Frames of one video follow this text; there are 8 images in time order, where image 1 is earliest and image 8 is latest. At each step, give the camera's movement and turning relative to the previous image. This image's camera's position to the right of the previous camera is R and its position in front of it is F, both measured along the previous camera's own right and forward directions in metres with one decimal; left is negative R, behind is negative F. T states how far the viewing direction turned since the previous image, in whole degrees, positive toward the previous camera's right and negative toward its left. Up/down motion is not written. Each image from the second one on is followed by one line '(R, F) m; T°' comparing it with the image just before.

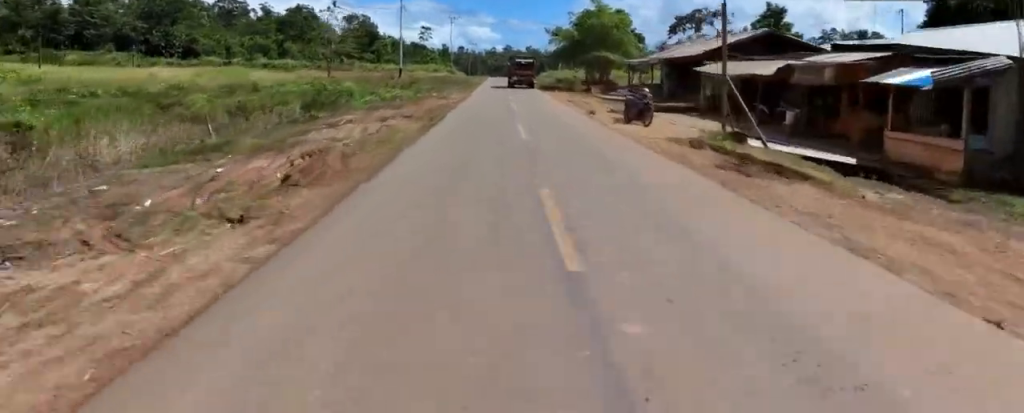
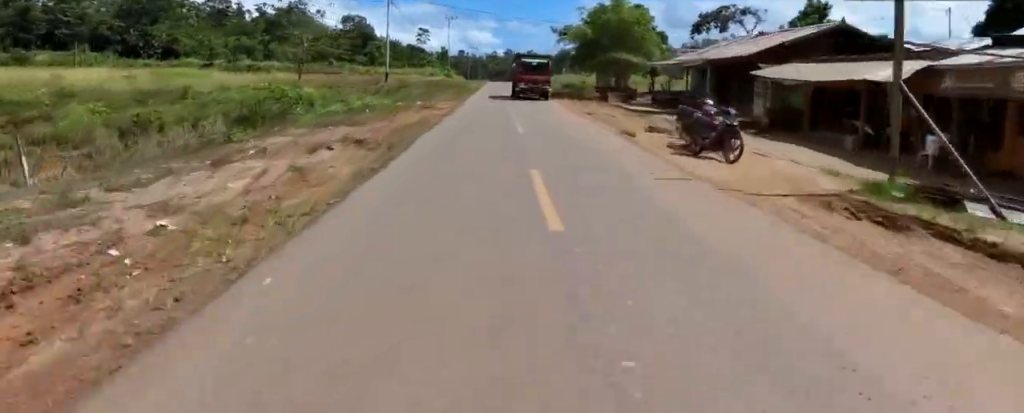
(0.0, +6.6) m; +4°
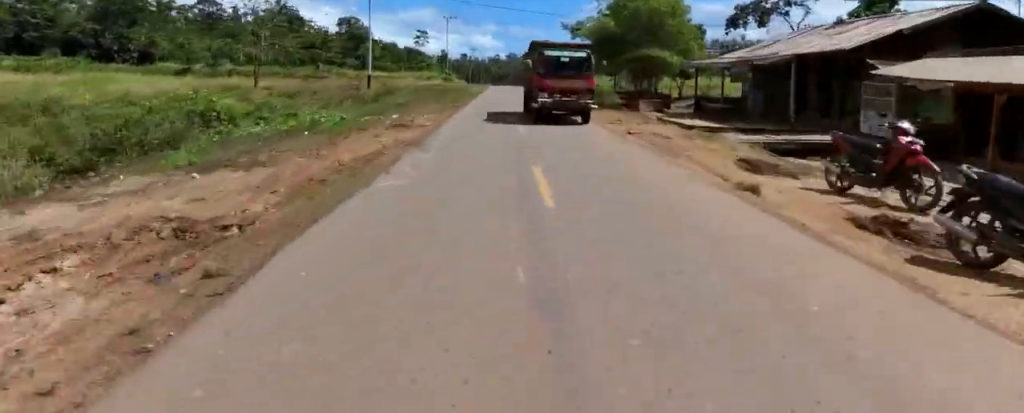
(+0.7, +7.3) m; 0°
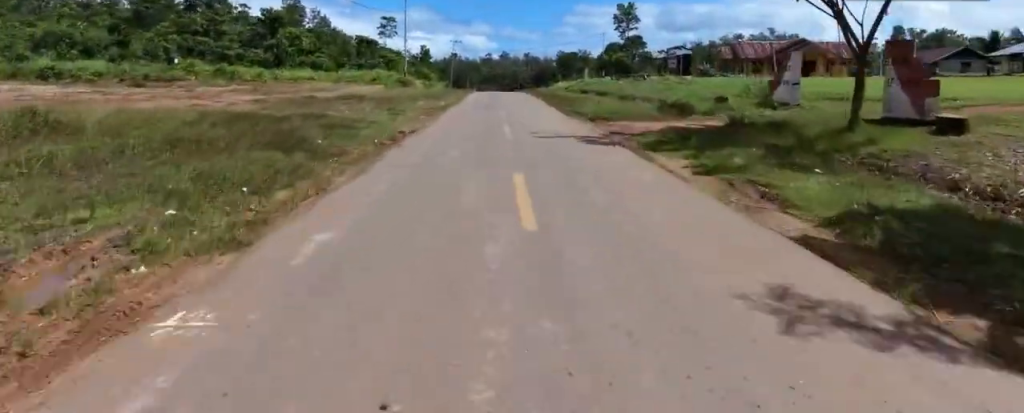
(-1.6, +33.4) m; -5°
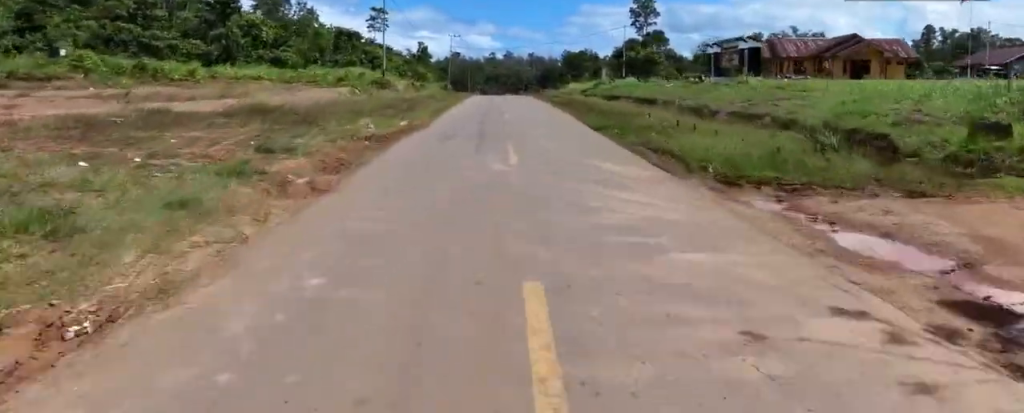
(0.0, +12.5) m; 0°
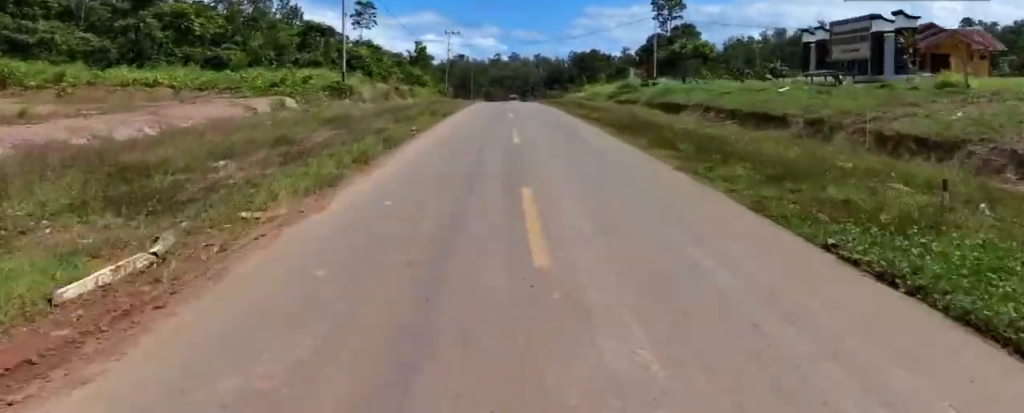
(0.0, +13.2) m; -1°
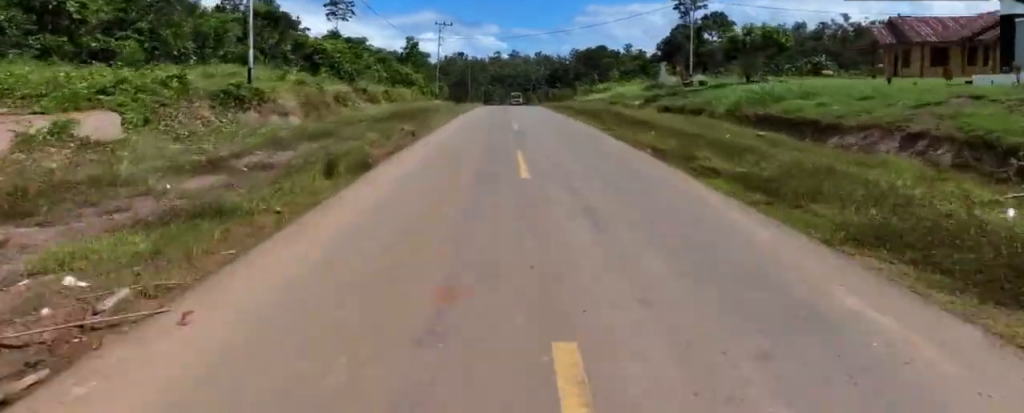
(-0.2, +12.1) m; 0°
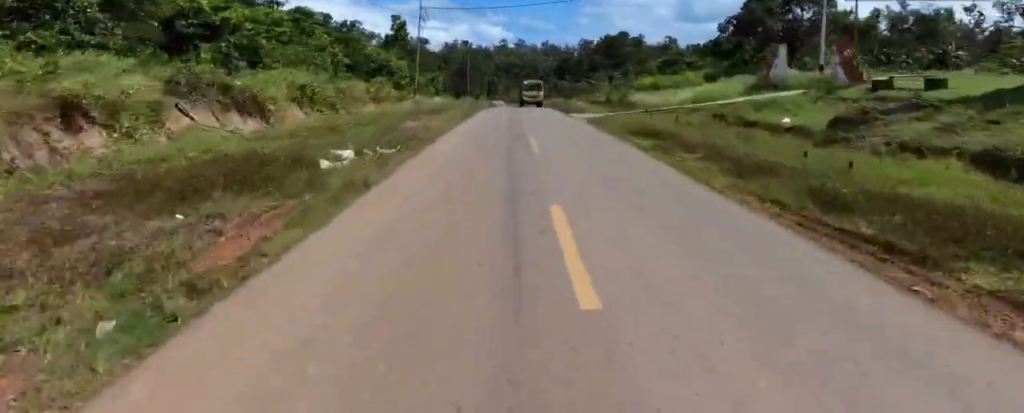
(+0.3, +20.8) m; +1°
